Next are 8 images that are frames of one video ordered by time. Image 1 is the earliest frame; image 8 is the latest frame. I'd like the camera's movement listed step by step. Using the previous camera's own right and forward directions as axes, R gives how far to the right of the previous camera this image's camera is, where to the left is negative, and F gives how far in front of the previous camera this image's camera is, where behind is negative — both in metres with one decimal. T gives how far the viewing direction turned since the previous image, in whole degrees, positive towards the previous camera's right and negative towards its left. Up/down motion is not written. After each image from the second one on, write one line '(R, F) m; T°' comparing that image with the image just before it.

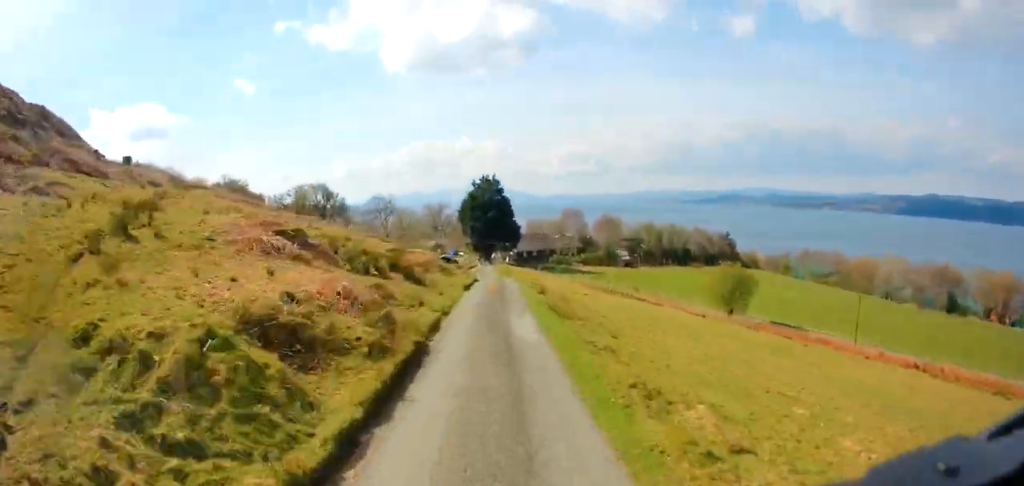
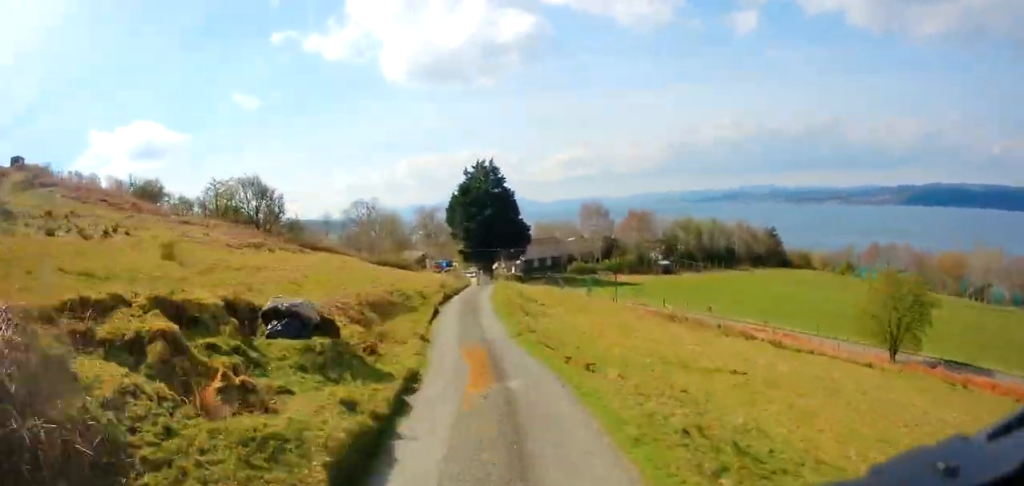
(+0.1, +29.1) m; -1°
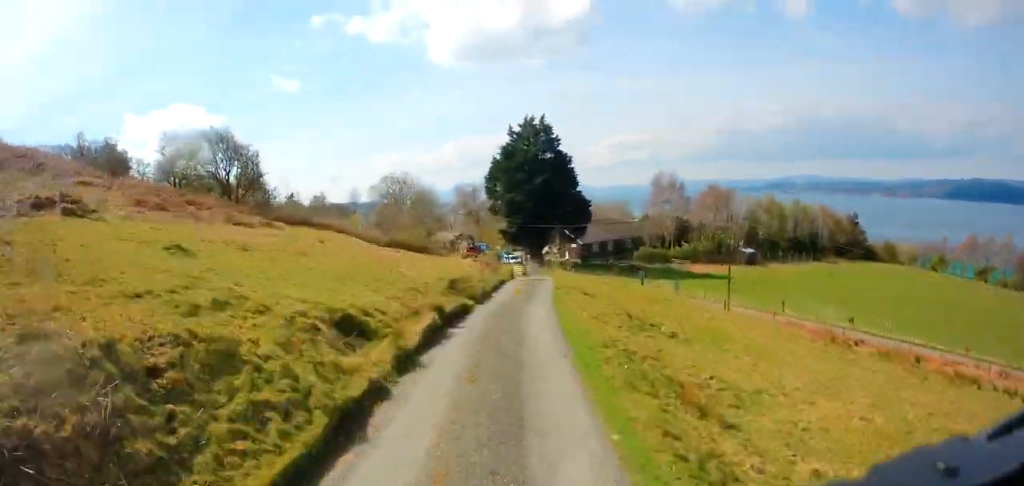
(-0.3, +14.2) m; 0°
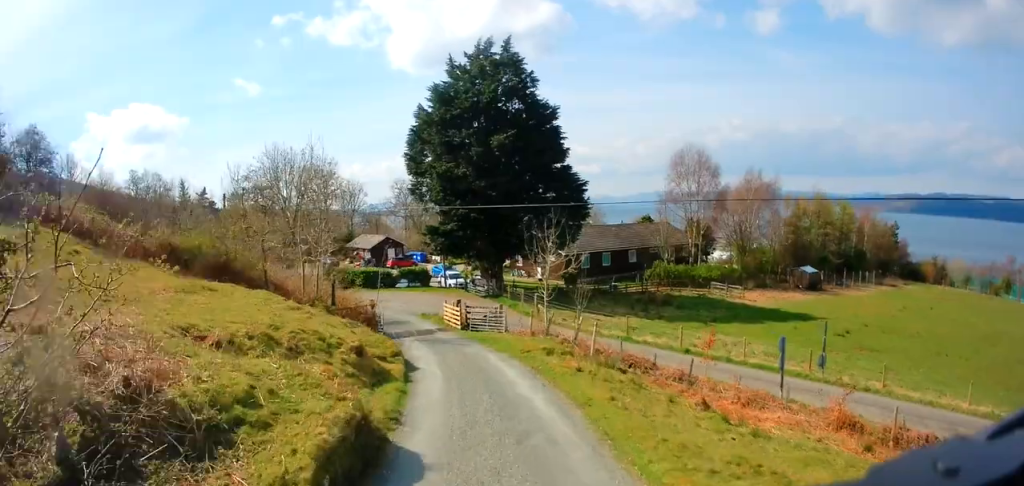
(+0.2, +24.2) m; 0°
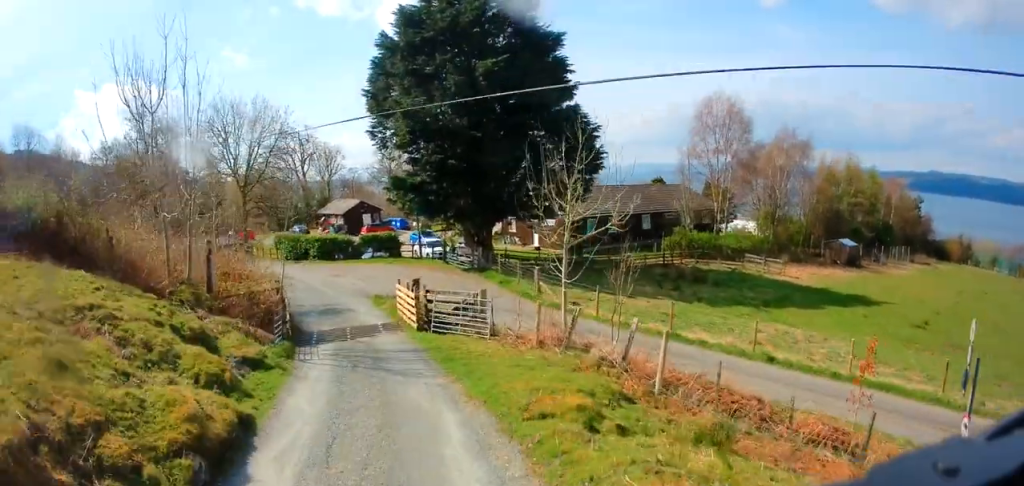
(-0.3, +9.4) m; -5°
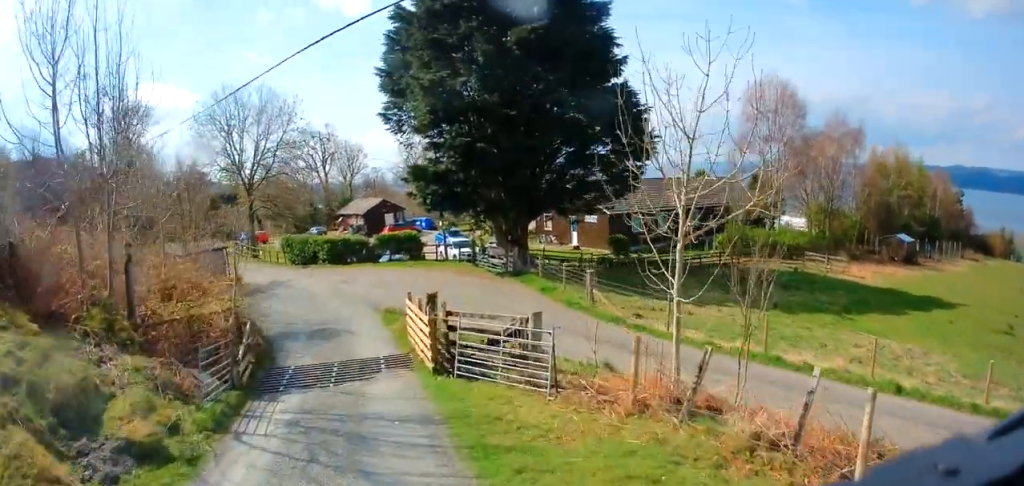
(-0.1, +5.4) m; -5°
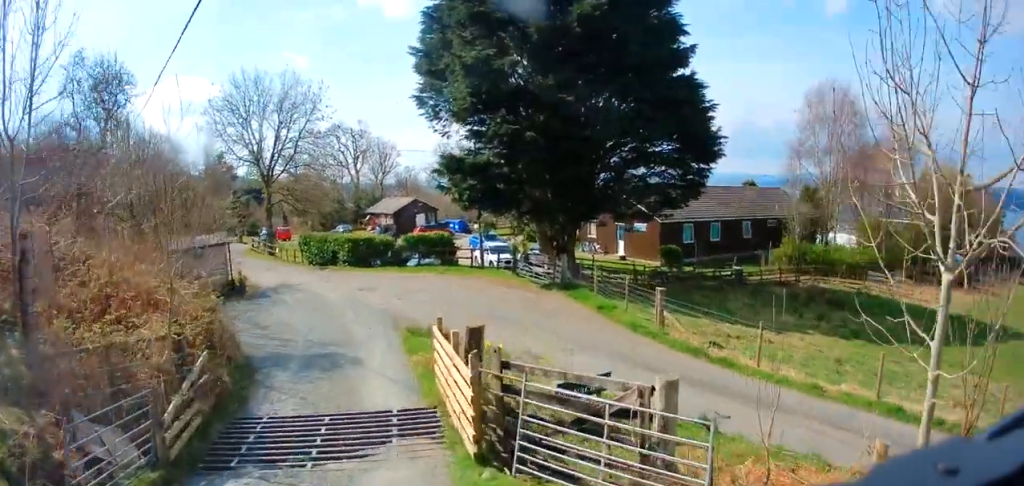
(-0.4, +3.9) m; -6°
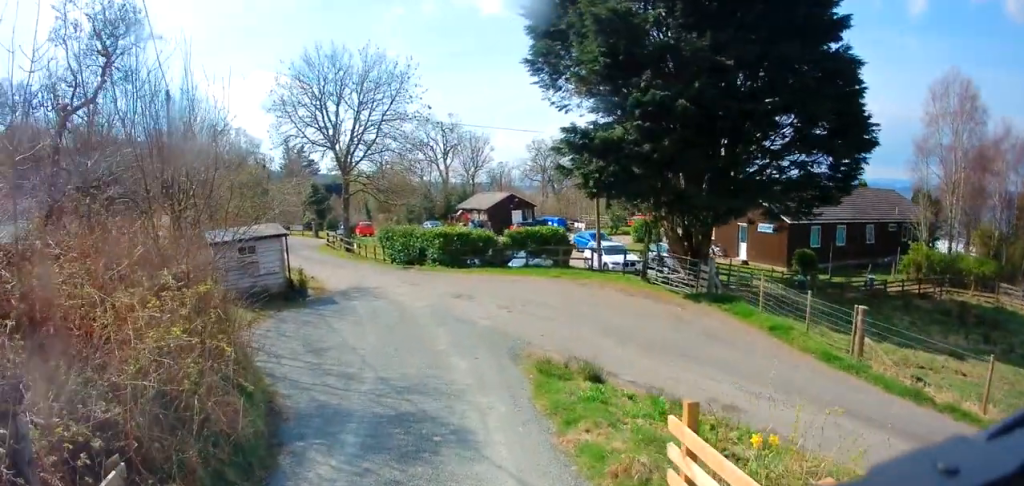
(-0.4, +4.4) m; -6°
